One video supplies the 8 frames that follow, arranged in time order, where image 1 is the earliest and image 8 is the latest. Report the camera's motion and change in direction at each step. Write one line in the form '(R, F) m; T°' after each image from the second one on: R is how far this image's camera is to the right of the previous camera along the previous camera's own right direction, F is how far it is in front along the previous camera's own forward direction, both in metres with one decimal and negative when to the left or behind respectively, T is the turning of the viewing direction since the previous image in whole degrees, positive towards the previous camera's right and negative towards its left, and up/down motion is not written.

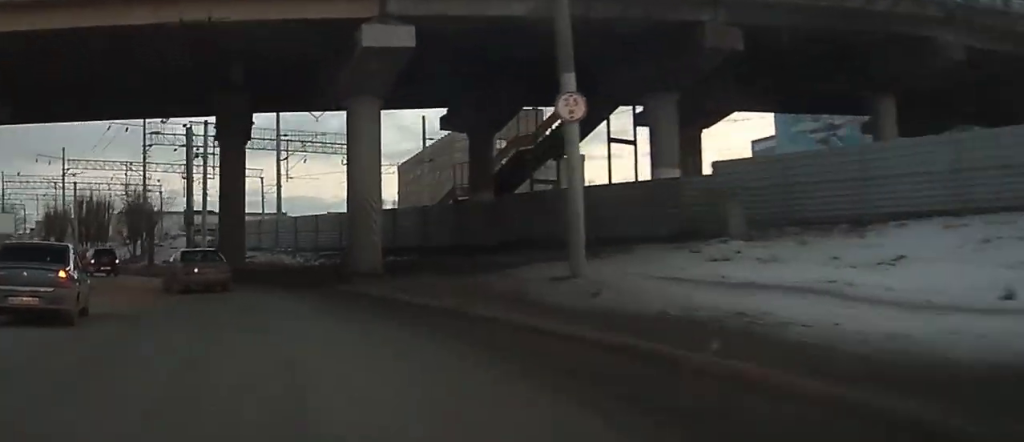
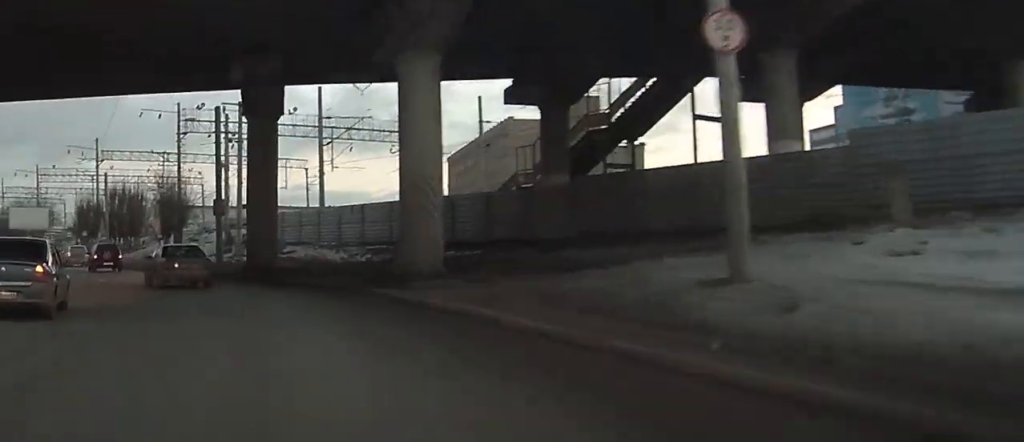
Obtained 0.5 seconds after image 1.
(+0.1, +6.3) m; -1°
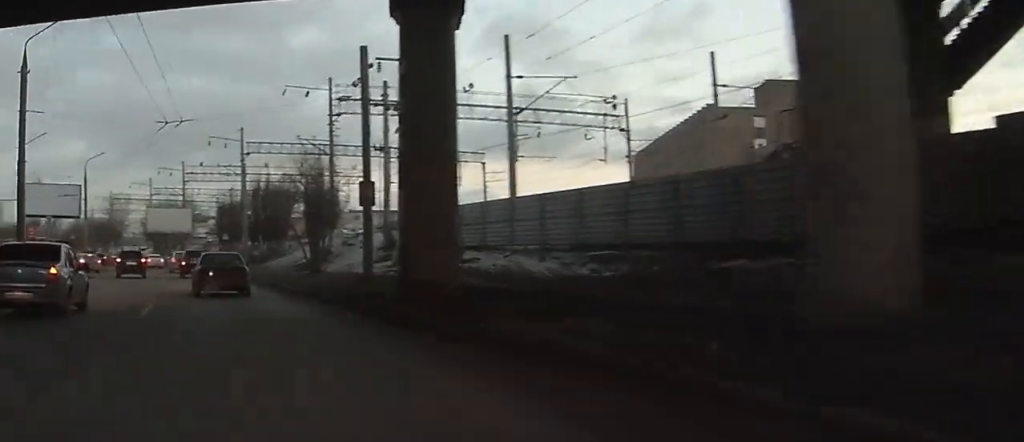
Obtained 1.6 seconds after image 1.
(-0.8, +15.8) m; -6°
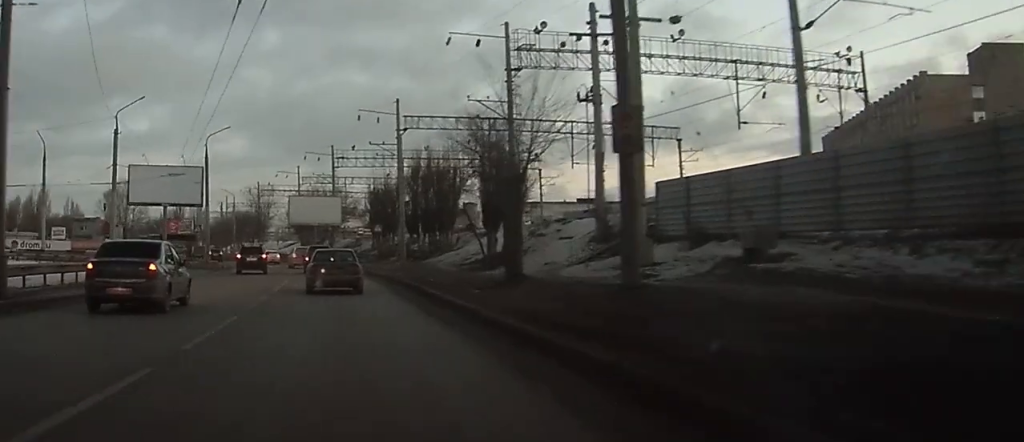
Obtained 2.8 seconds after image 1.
(-1.0, +15.6) m; -7°
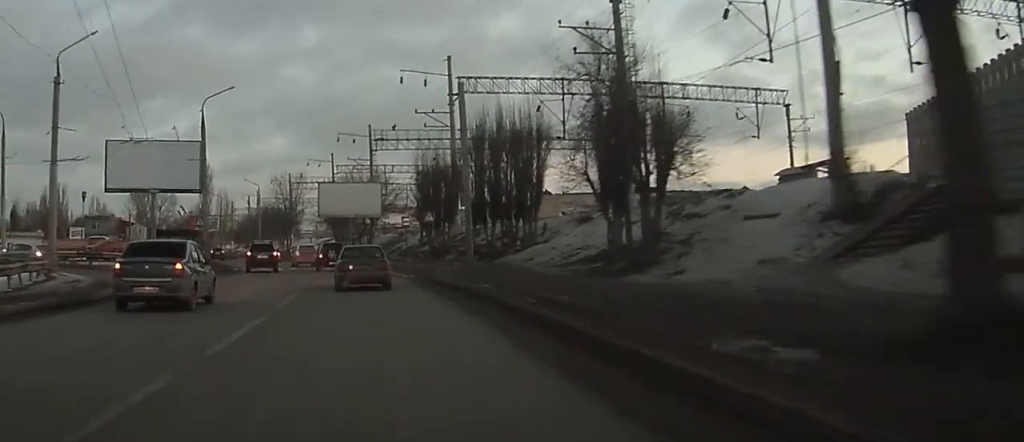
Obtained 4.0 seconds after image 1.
(-0.8, +16.4) m; -7°
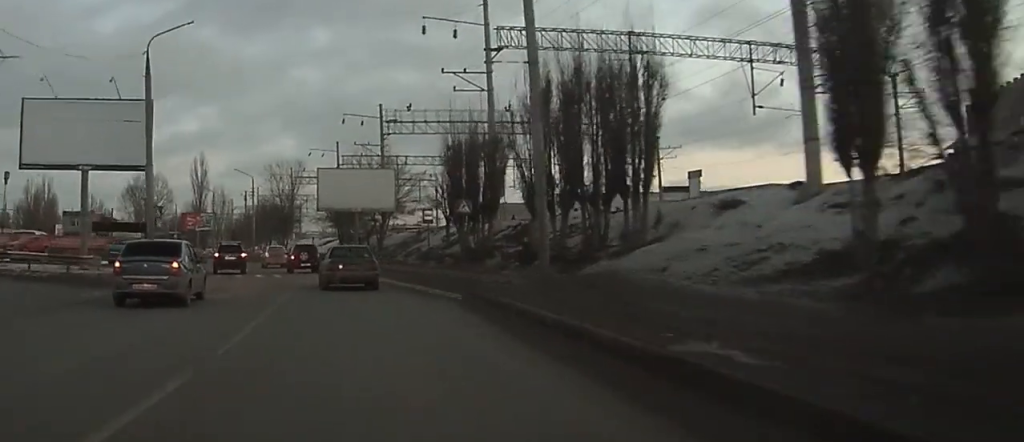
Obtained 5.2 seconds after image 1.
(-1.5, +15.5) m; -9°
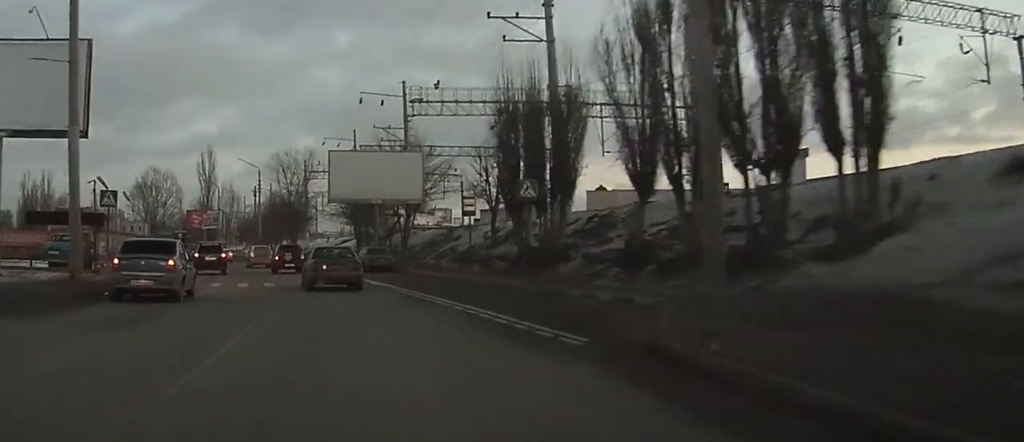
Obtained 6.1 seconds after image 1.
(-0.4, +12.3) m; -2°
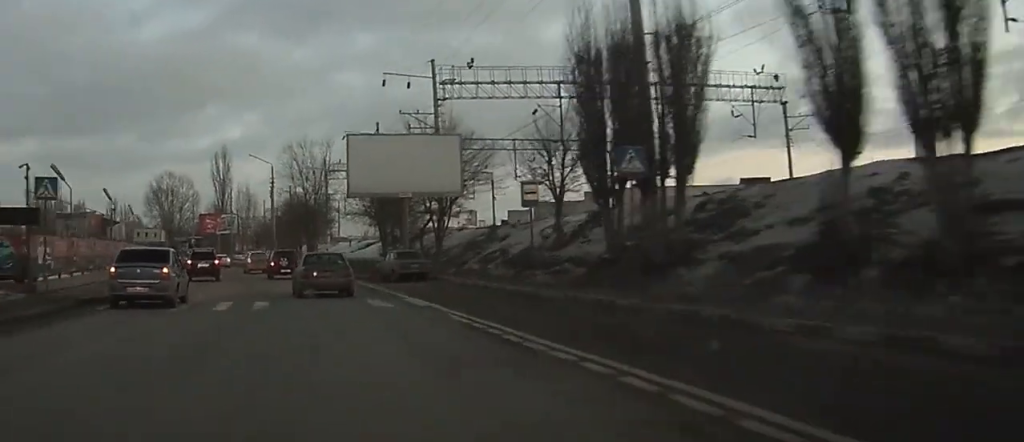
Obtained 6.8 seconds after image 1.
(-0.1, +9.8) m; -1°
